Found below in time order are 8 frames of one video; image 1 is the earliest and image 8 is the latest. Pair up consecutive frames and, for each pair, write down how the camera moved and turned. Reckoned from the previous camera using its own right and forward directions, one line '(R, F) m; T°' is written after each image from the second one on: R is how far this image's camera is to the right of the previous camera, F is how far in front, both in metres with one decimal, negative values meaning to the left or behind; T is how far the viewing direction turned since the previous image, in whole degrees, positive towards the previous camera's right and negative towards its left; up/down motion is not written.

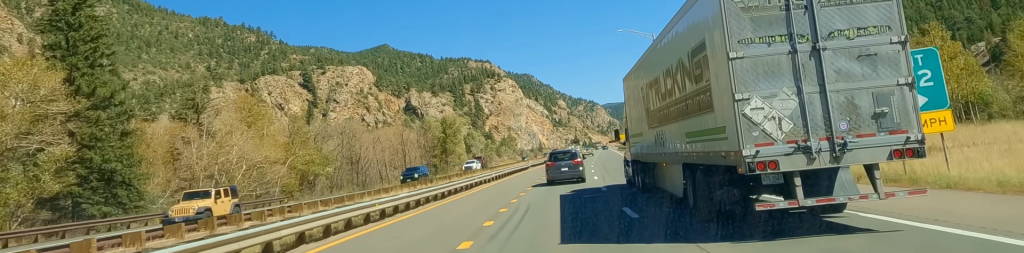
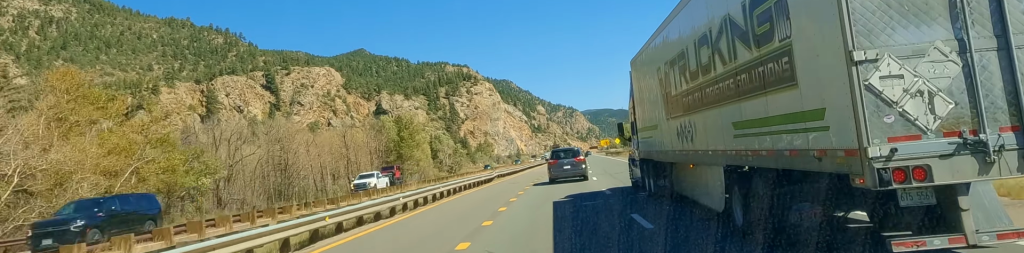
(-0.1, +27.2) m; +1°
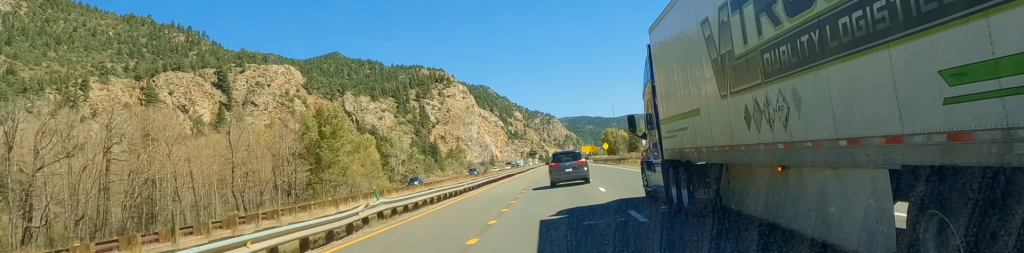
(-0.1, +35.1) m; +1°
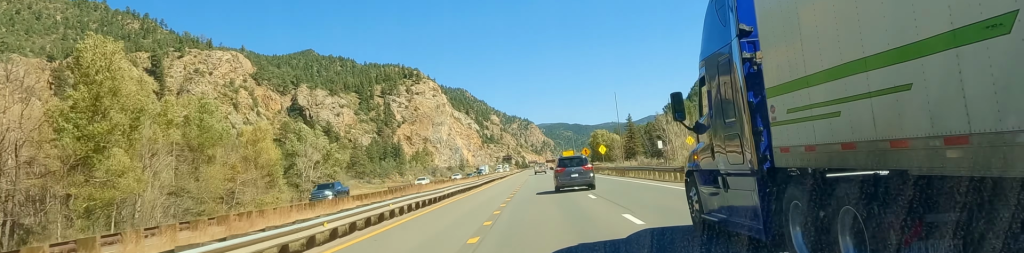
(+1.9, +48.5) m; +1°
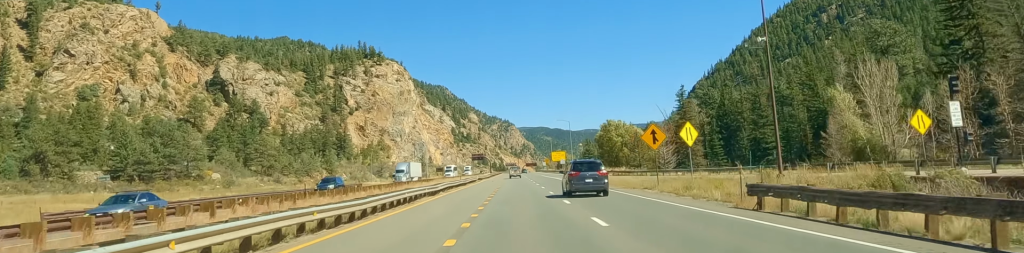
(-1.0, +82.4) m; -1°
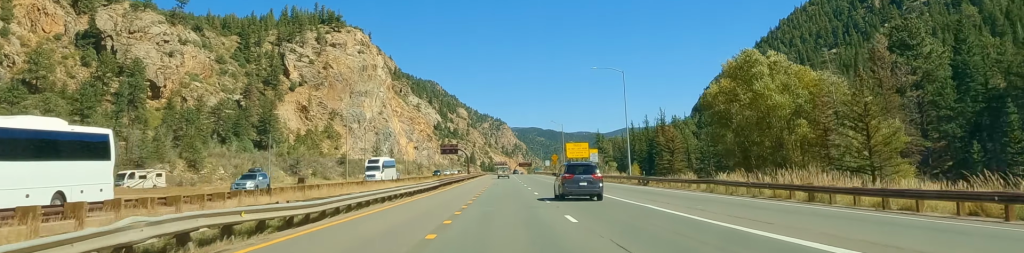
(0.0, +94.7) m; 0°
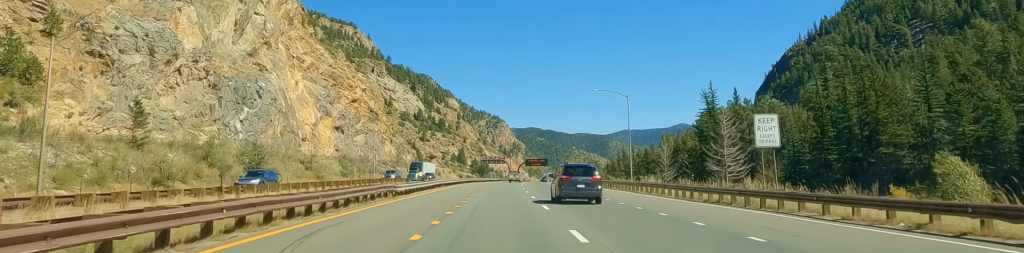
(+0.6, +187.3) m; +2°
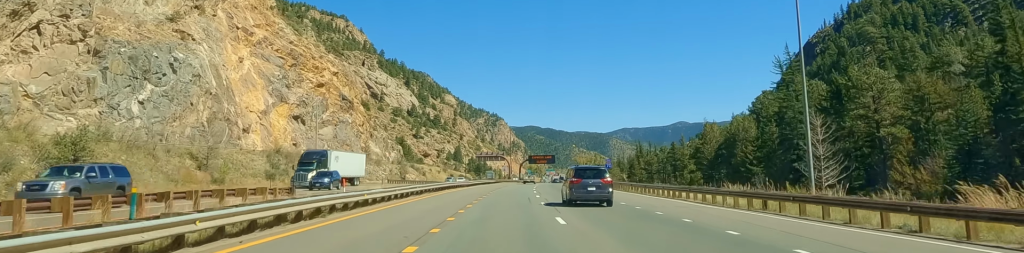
(+0.7, +43.1) m; +1°
